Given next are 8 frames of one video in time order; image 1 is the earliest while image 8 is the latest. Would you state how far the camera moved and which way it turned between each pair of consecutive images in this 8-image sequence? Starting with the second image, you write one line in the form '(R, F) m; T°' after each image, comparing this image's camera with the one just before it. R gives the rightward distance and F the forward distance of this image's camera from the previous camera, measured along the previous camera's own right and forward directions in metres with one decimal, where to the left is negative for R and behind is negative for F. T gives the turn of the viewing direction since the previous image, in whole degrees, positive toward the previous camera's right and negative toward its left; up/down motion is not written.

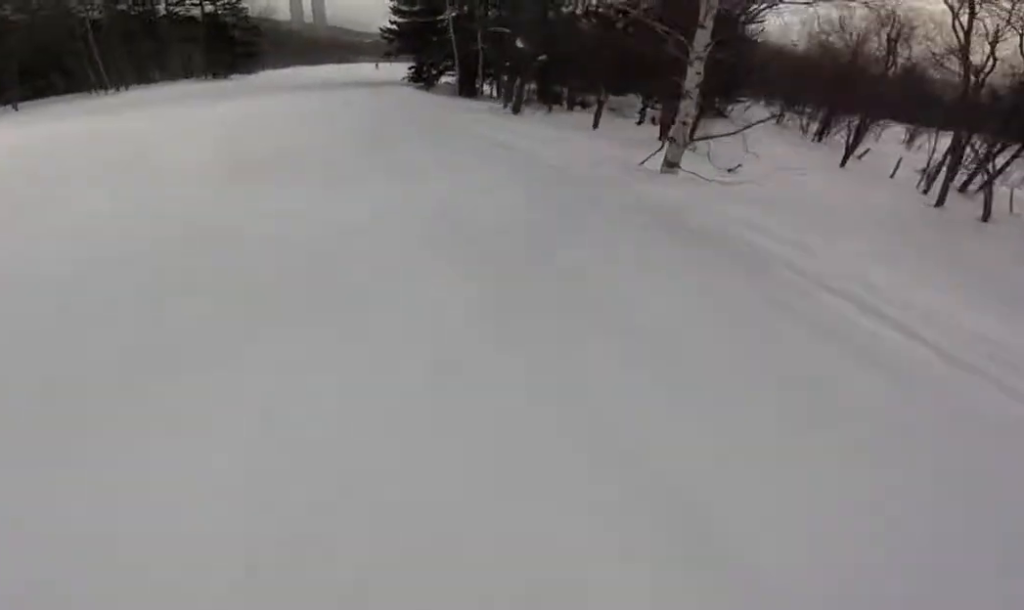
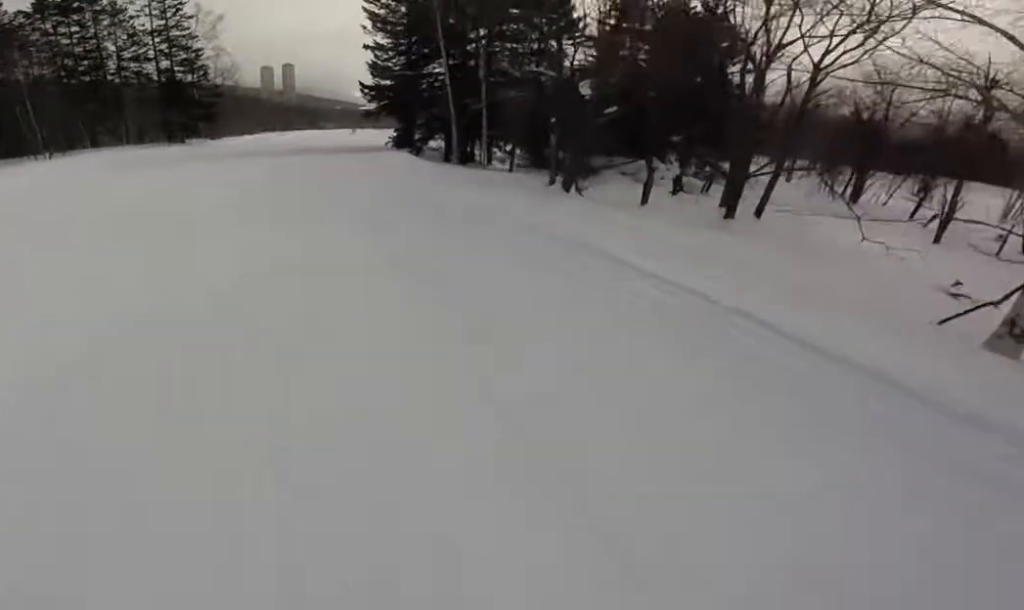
(-0.1, +7.4) m; 0°
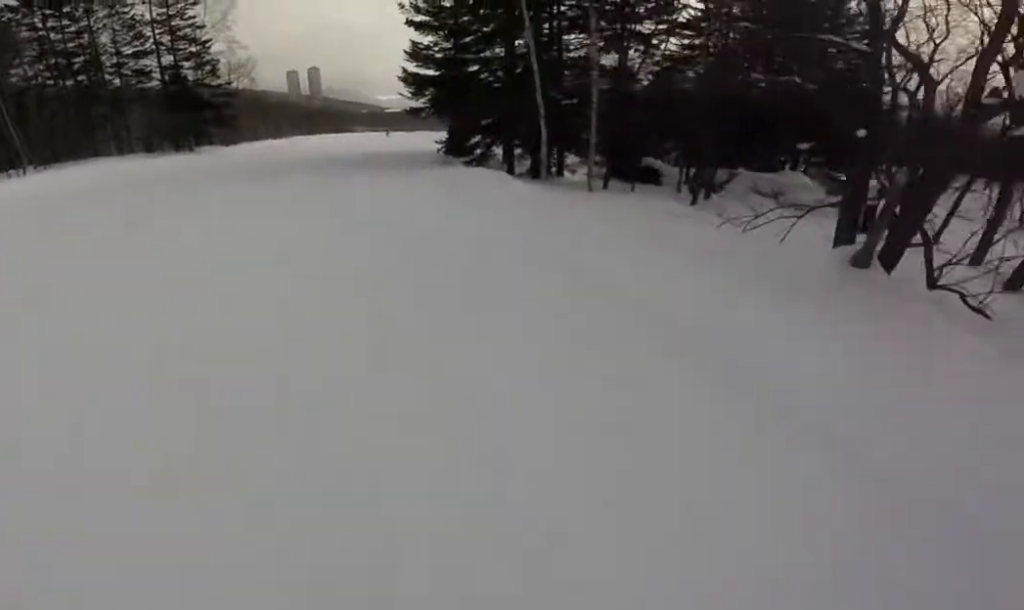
(+0.2, +7.6) m; +3°
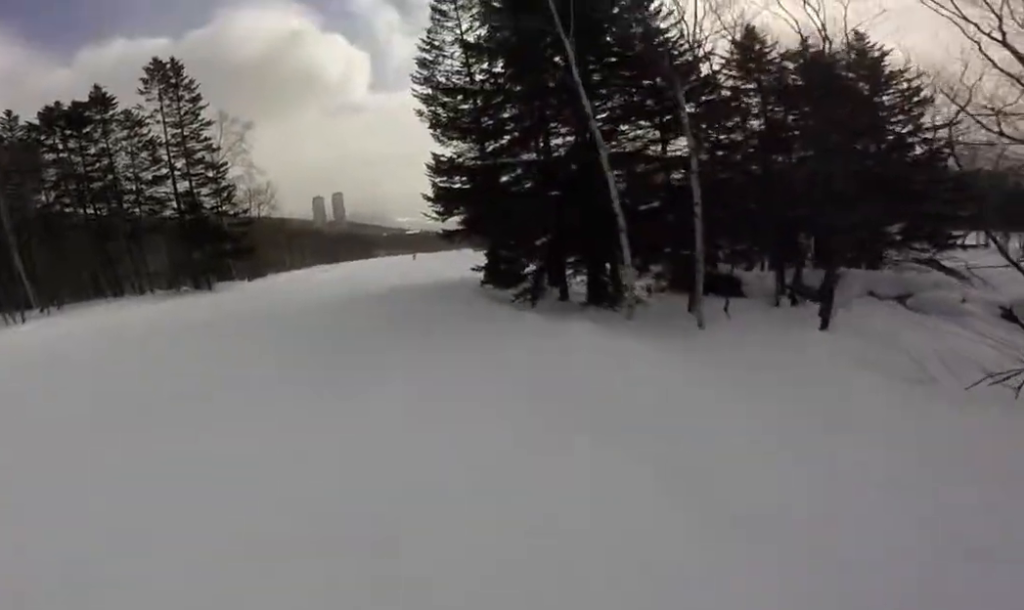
(+0.3, +4.9) m; 0°
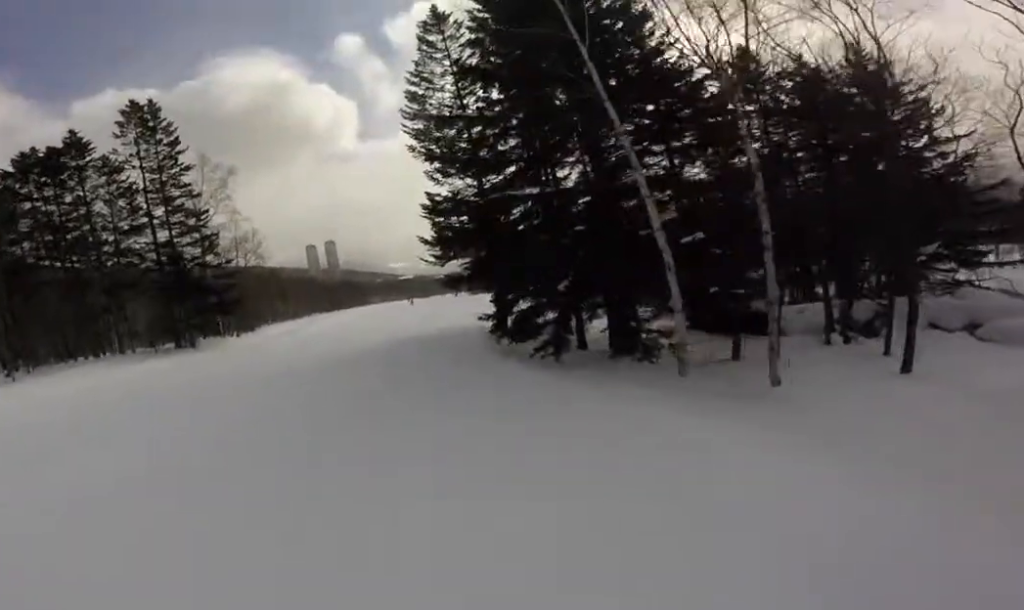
(-0.2, +2.9) m; 0°
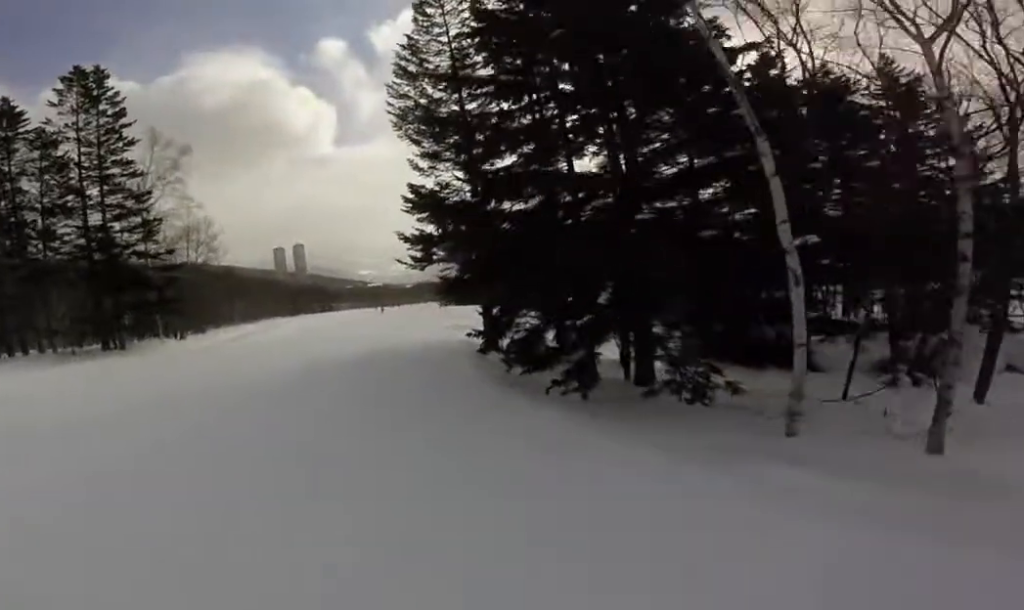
(-0.1, +4.7) m; 0°
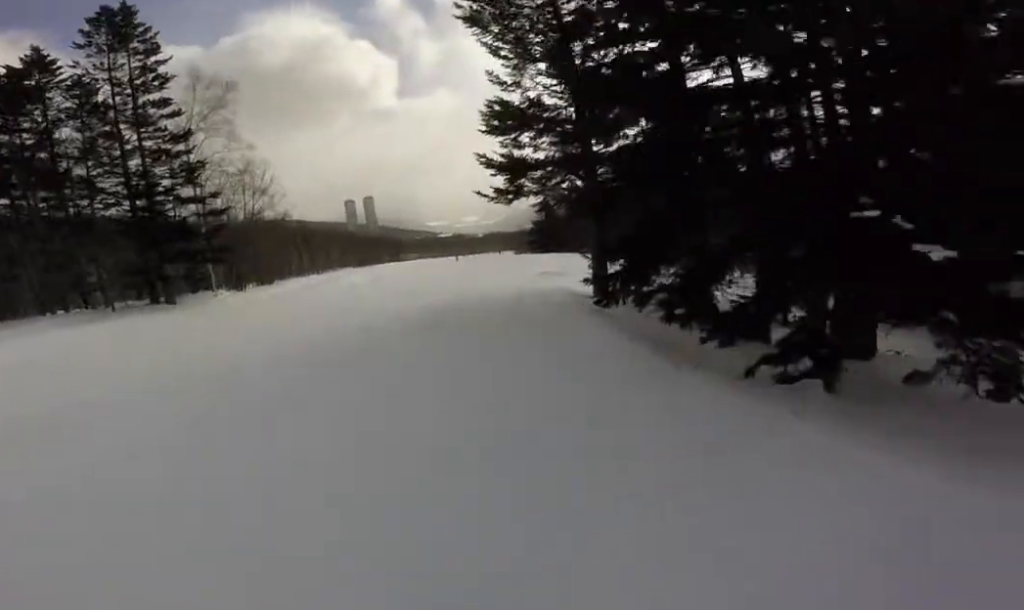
(+0.3, +4.3) m; 0°
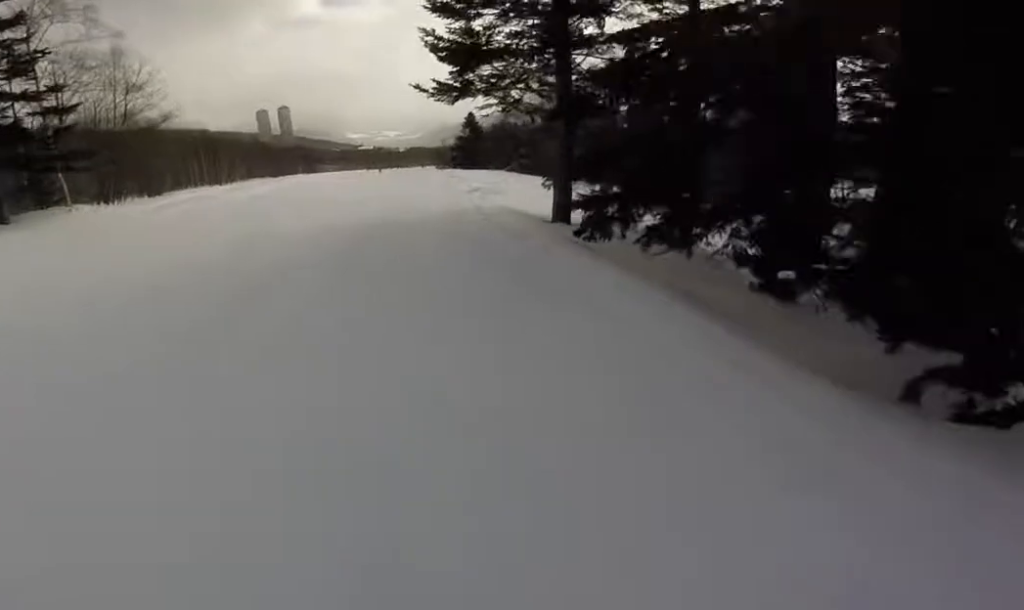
(-0.3, +3.9) m; 0°
